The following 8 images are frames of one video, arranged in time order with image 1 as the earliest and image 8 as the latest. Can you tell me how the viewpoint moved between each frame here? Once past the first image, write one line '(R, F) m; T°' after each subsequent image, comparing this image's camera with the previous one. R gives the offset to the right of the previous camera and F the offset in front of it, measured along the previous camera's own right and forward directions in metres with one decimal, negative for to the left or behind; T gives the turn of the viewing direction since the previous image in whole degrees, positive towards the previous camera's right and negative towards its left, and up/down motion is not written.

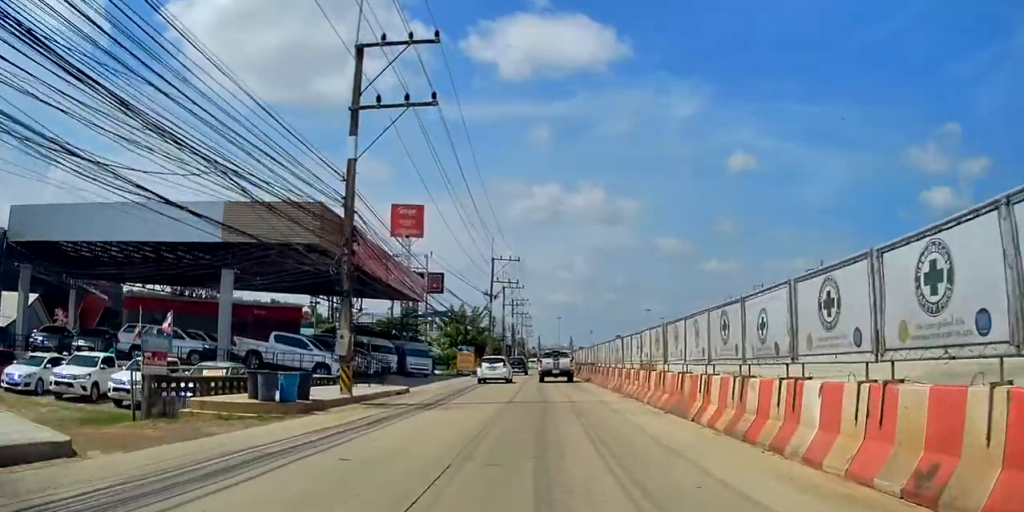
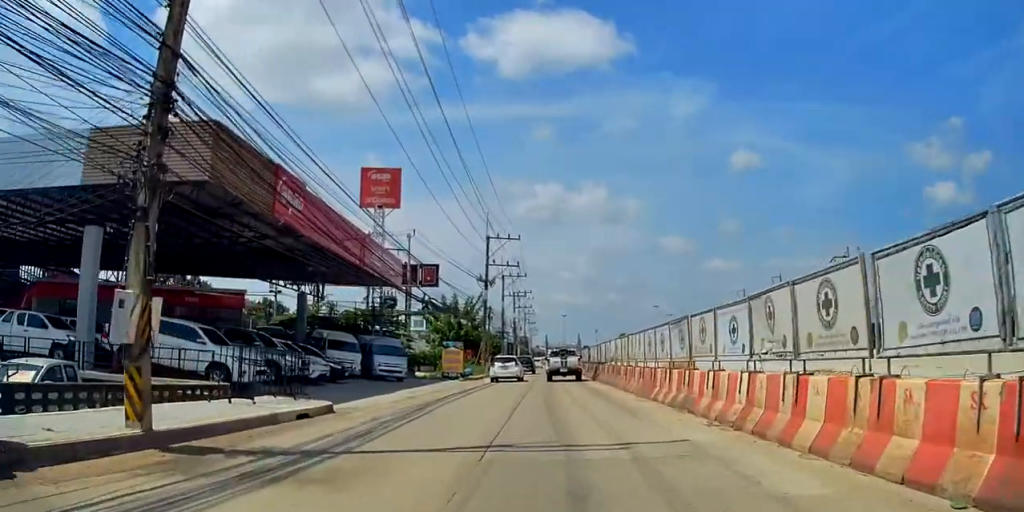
(+0.3, +9.5) m; +4°
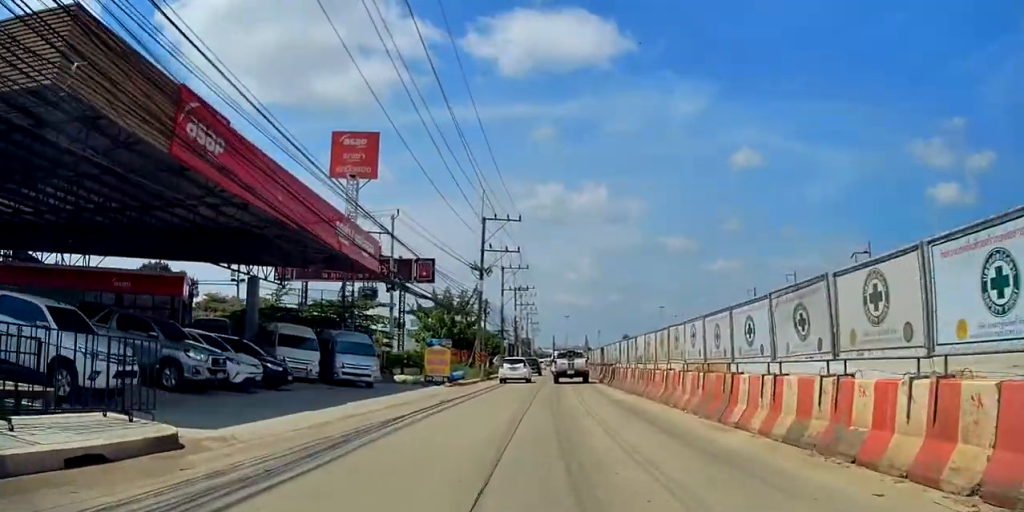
(+0.5, +6.1) m; +1°
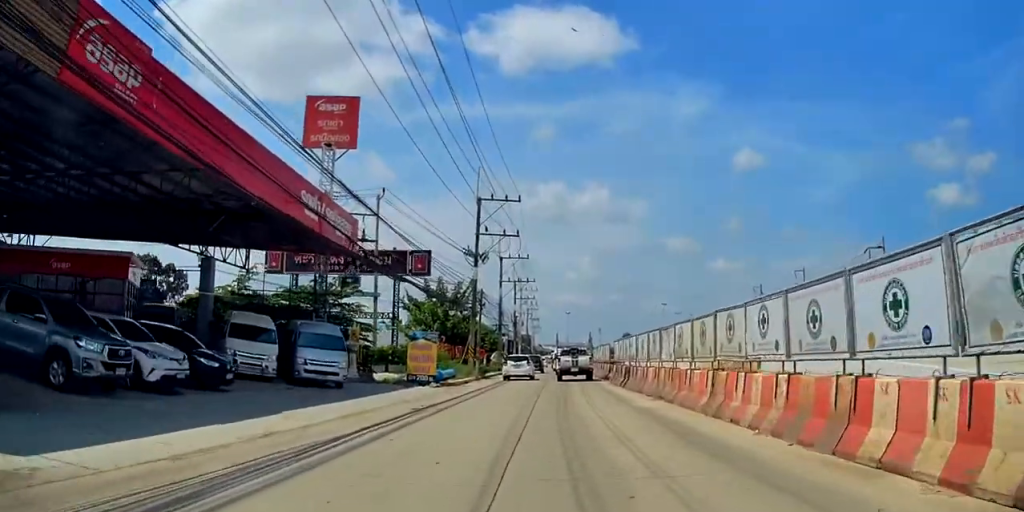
(-0.3, +4.2) m; -3°
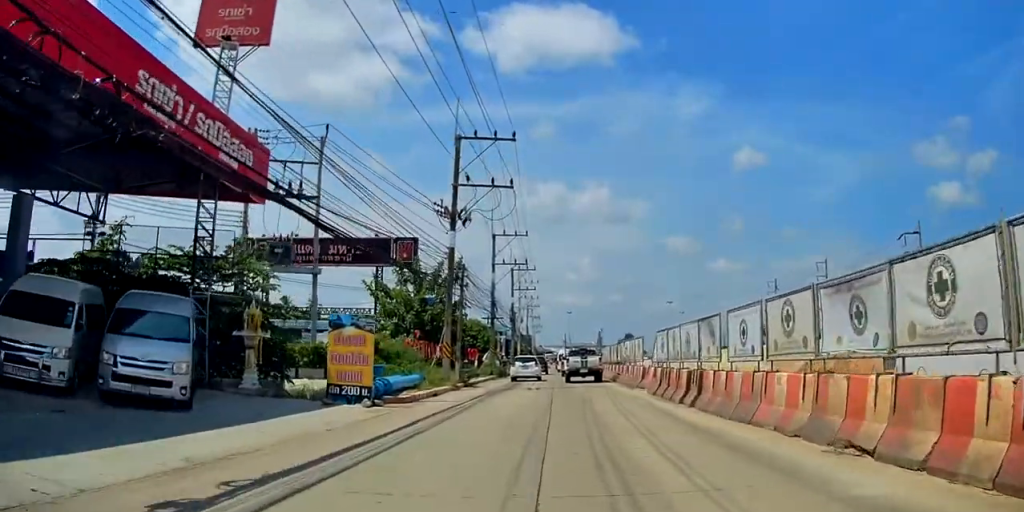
(-0.5, +9.8) m; -3°
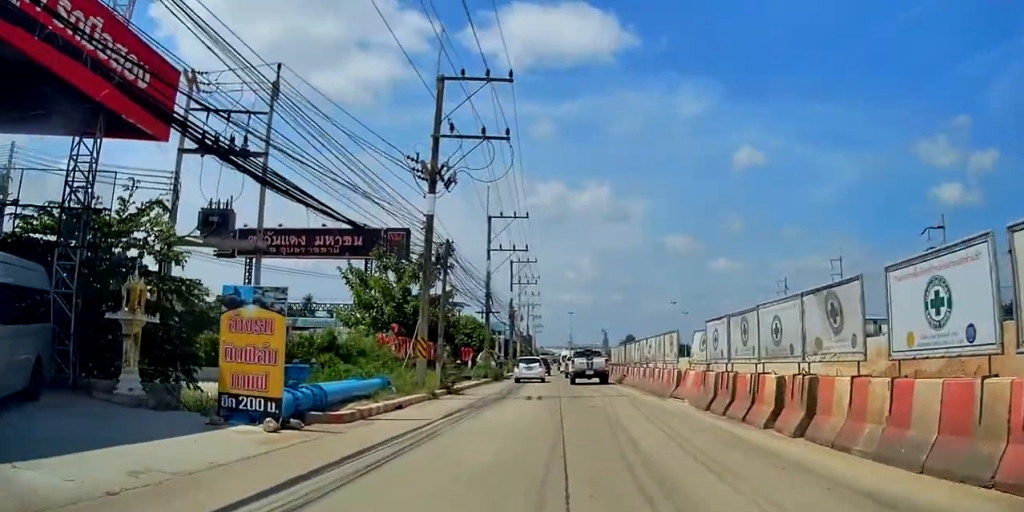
(0.0, +5.4) m; 0°
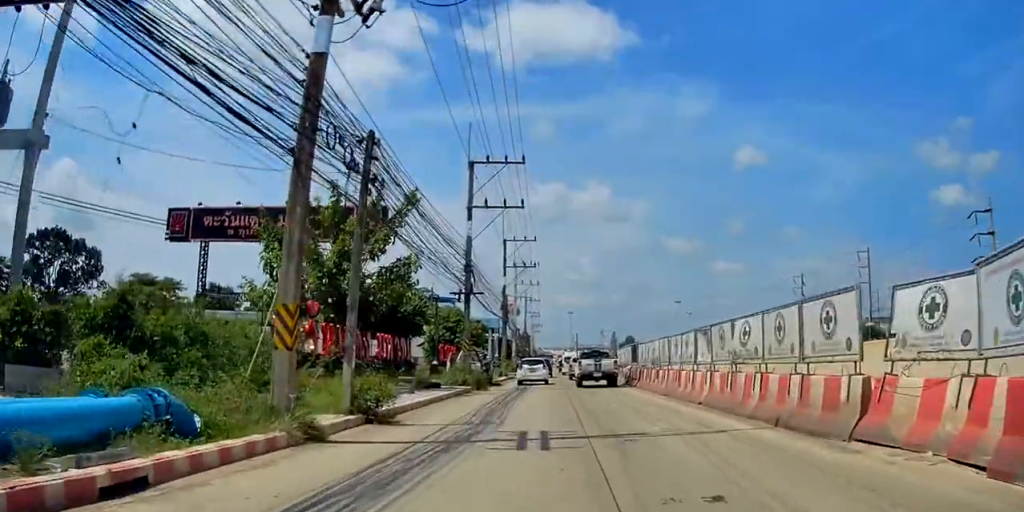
(+0.2, +10.0) m; +4°
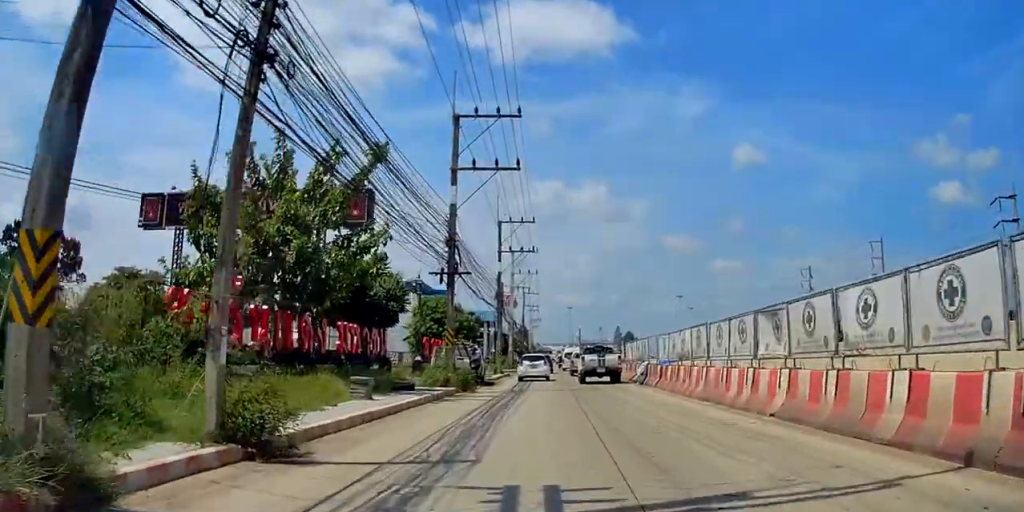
(+0.4, +4.7) m; 0°
